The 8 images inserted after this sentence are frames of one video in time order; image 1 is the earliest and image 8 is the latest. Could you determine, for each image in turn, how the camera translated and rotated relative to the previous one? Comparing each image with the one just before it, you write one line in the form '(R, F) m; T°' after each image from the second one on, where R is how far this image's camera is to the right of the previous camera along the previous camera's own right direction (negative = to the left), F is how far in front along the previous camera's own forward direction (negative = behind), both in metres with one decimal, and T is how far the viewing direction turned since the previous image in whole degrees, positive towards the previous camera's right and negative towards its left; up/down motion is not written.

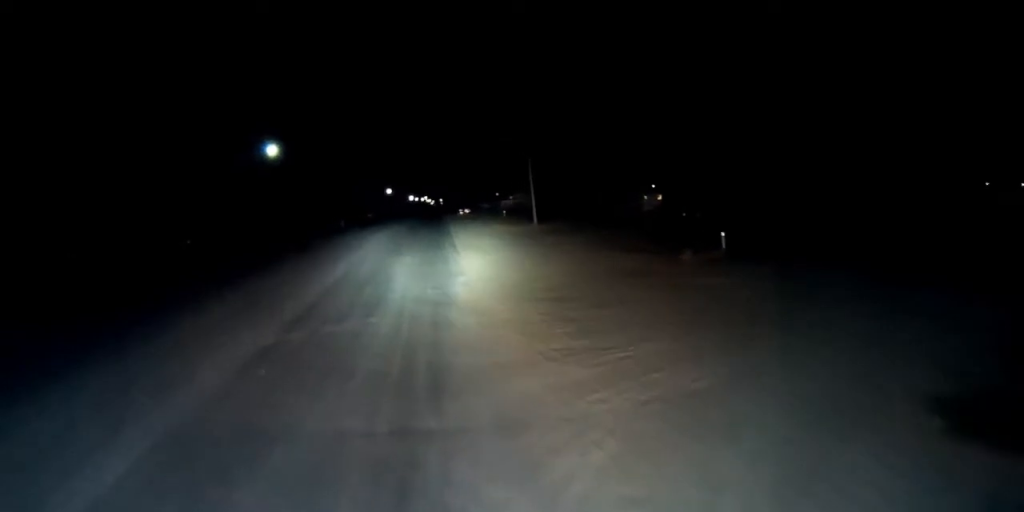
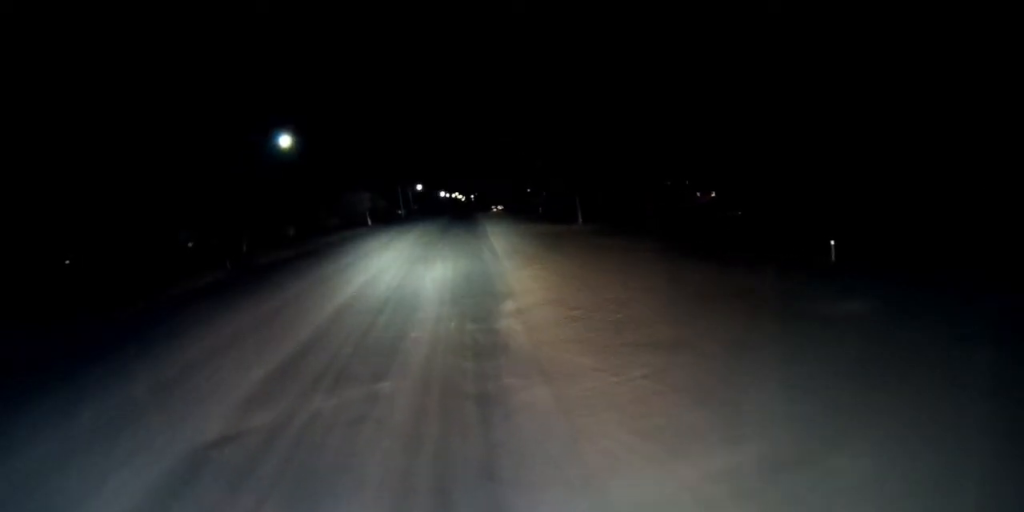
(-0.2, +6.6) m; -1°
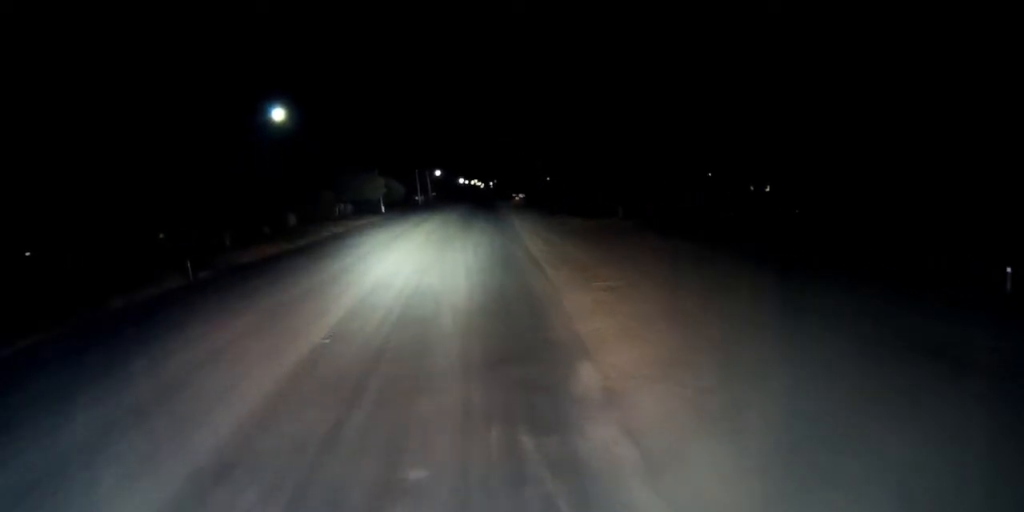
(0.0, +8.3) m; -2°
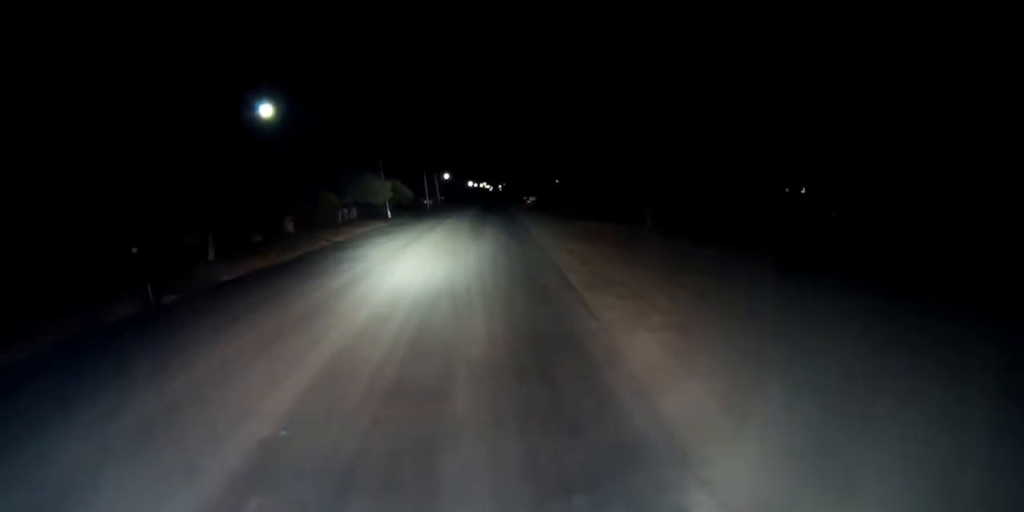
(-0.1, +5.1) m; -1°
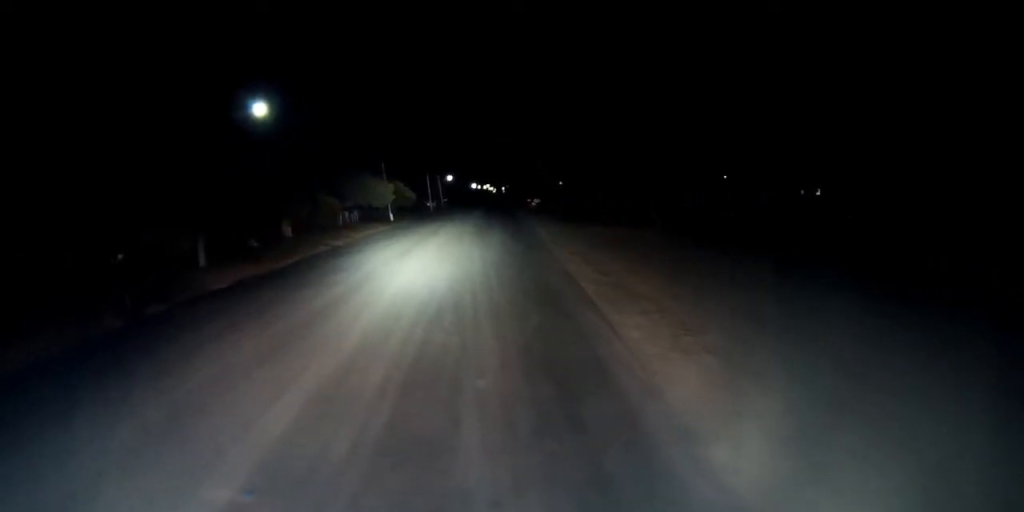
(0.0, +2.1) m; 0°
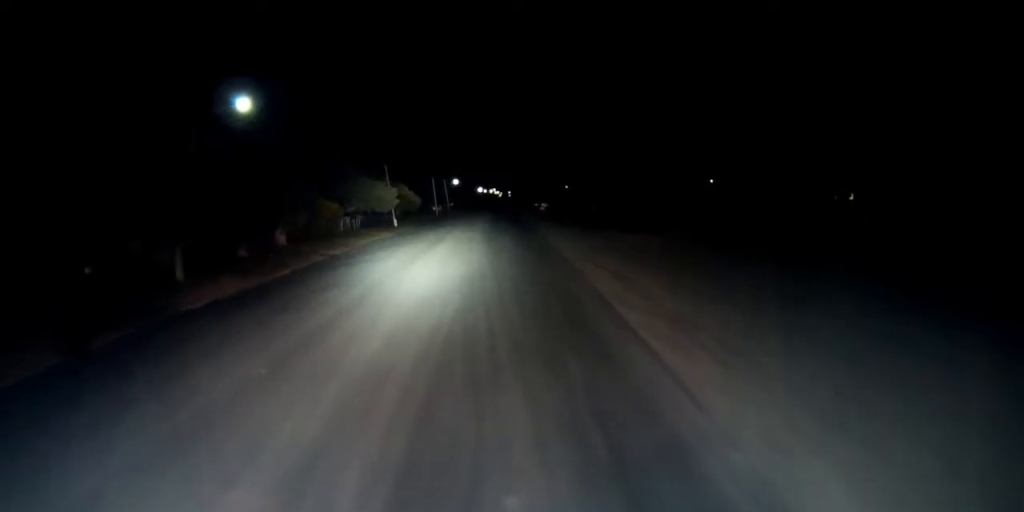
(0.0, +4.4) m; 0°
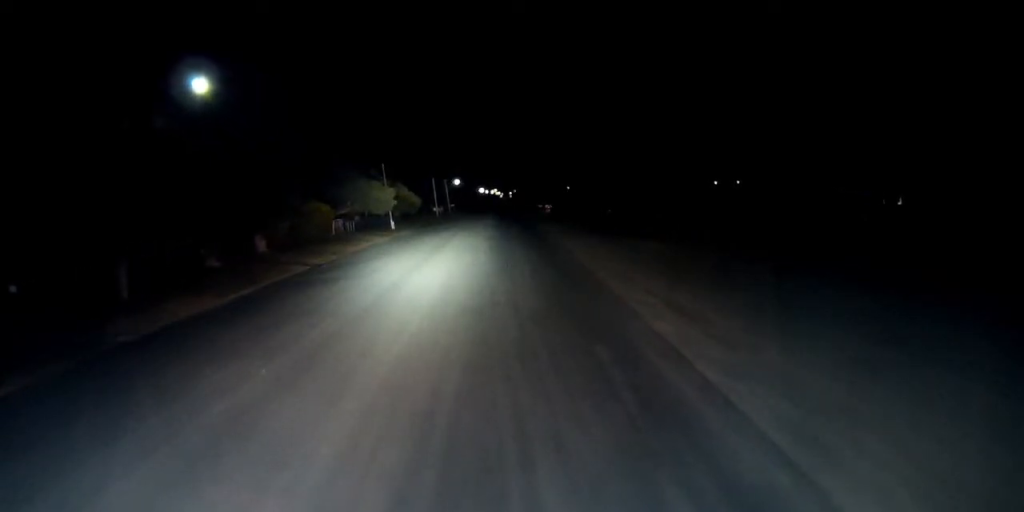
(0.0, +6.5) m; 0°
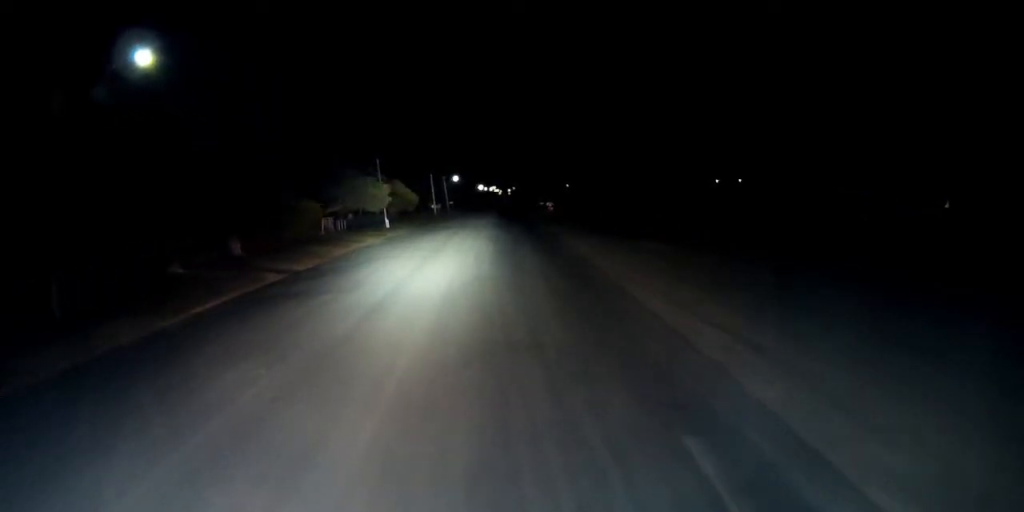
(0.0, +5.6) m; +2°
